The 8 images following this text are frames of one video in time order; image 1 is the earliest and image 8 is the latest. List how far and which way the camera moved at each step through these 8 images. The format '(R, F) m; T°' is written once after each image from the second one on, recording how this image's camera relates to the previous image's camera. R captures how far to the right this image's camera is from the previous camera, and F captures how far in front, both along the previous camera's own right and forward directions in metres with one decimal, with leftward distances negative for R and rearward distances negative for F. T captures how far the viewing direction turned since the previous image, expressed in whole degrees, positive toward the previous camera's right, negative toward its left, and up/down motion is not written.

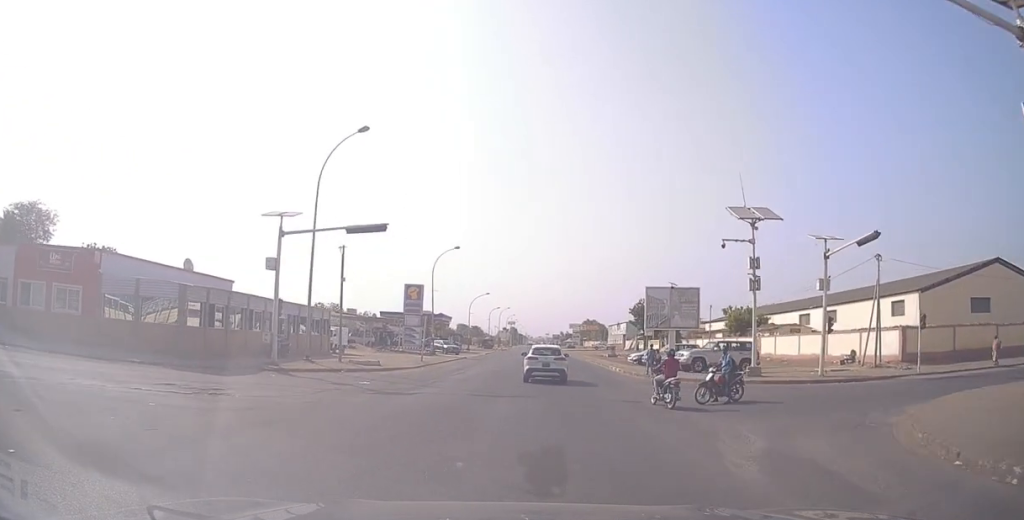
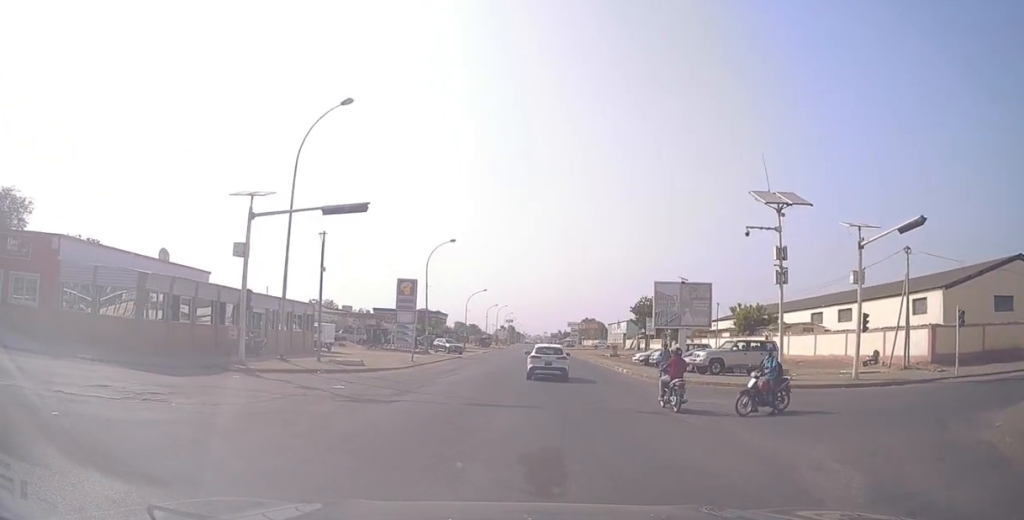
(0.0, +3.3) m; -1°
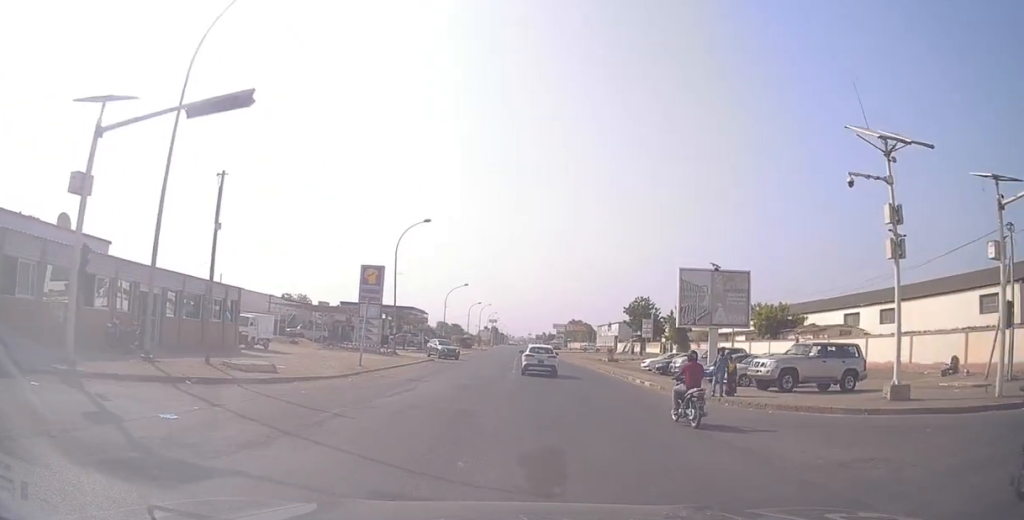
(0.0, +9.1) m; +3°
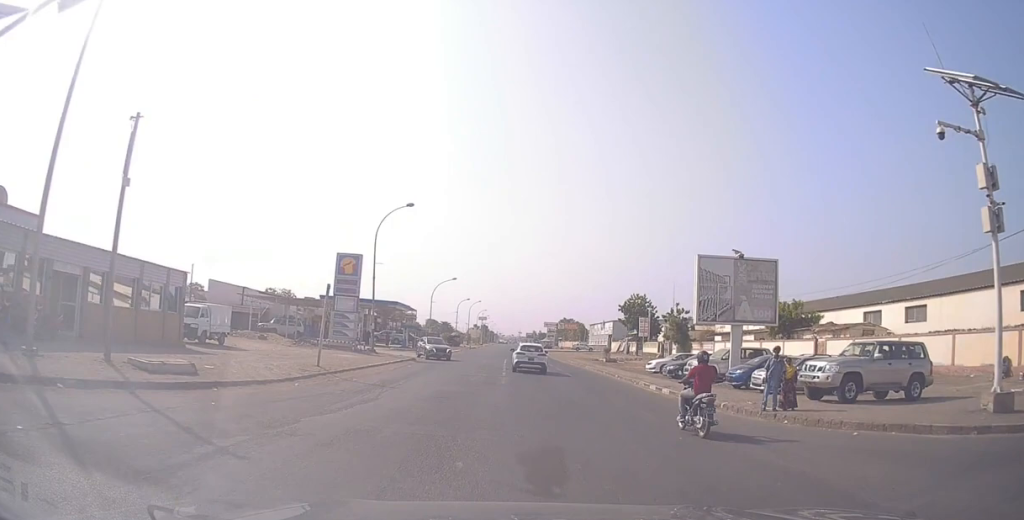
(+0.1, +4.1) m; +3°
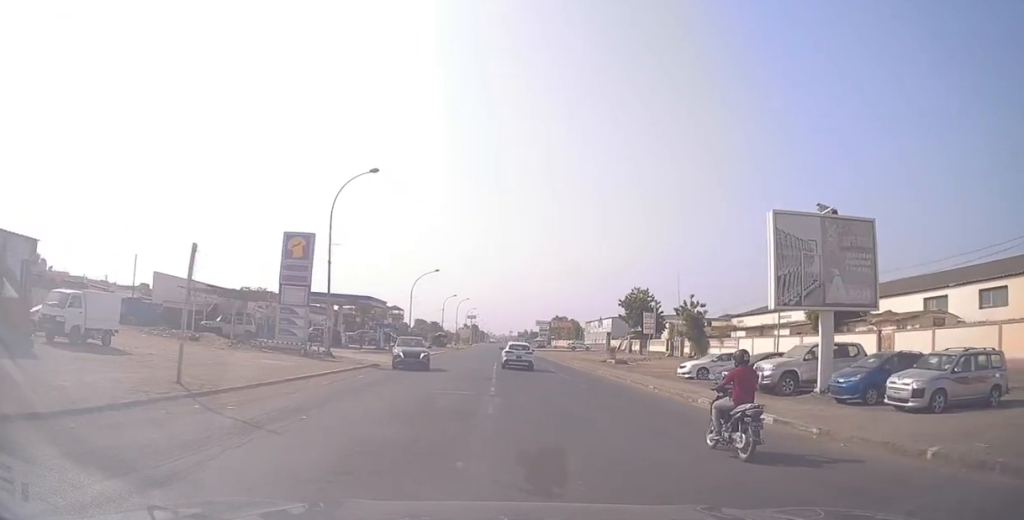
(+0.3, +10.4) m; 0°
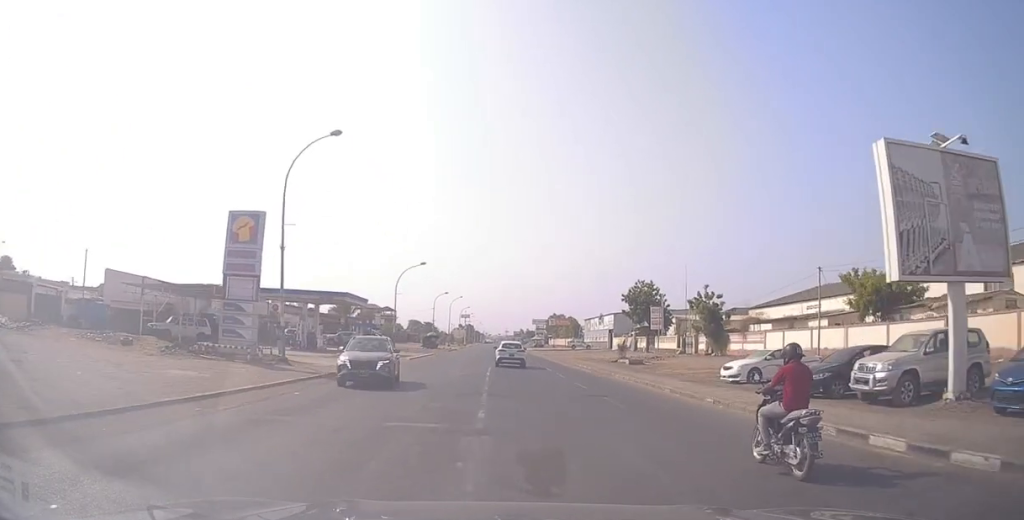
(-0.1, +7.5) m; -1°
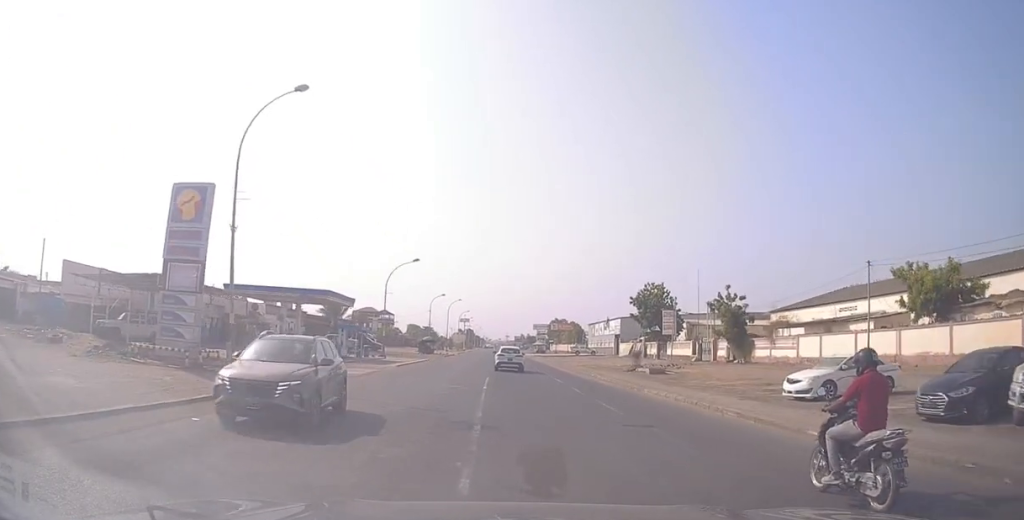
(0.0, +5.9) m; -1°
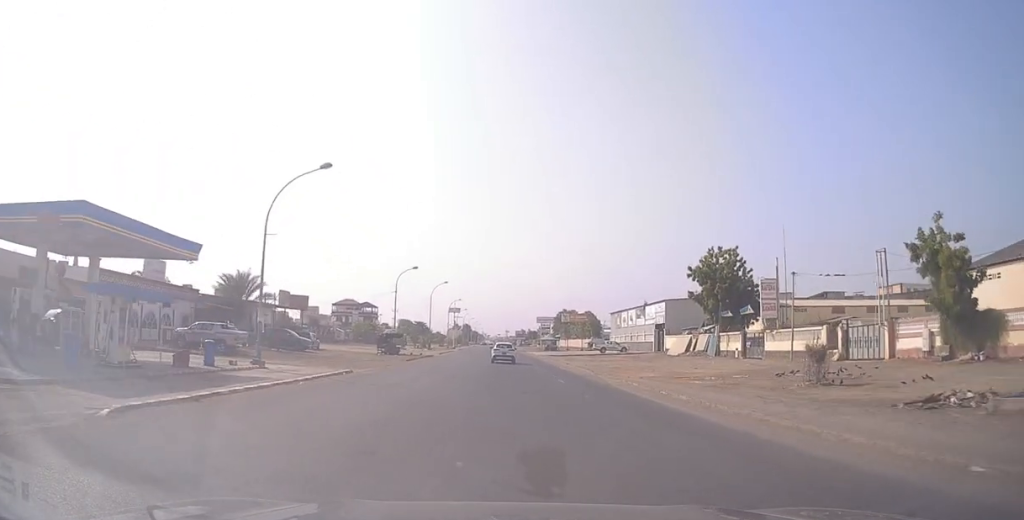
(-0.2, +29.1) m; 0°
